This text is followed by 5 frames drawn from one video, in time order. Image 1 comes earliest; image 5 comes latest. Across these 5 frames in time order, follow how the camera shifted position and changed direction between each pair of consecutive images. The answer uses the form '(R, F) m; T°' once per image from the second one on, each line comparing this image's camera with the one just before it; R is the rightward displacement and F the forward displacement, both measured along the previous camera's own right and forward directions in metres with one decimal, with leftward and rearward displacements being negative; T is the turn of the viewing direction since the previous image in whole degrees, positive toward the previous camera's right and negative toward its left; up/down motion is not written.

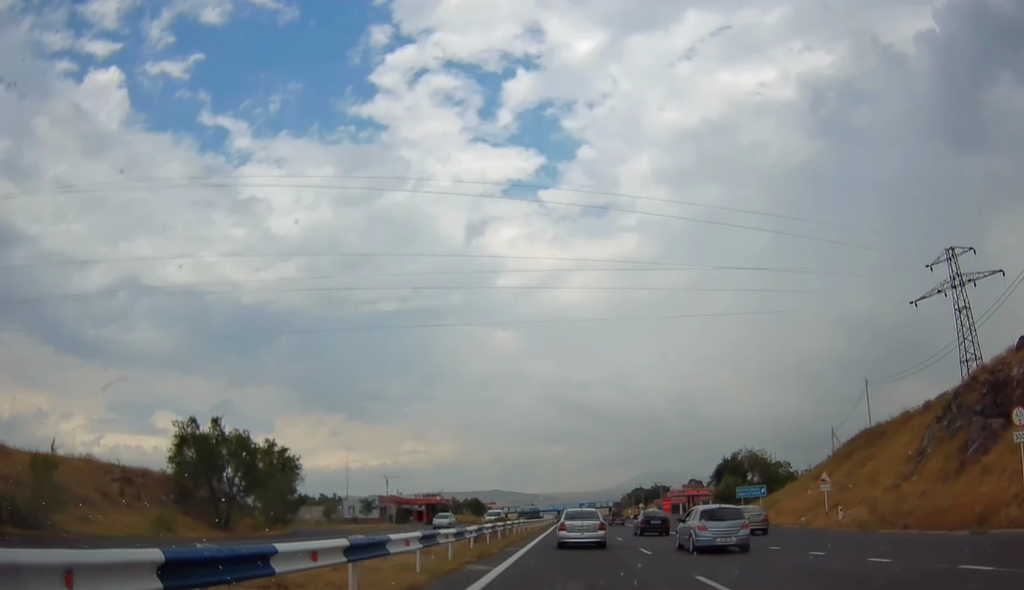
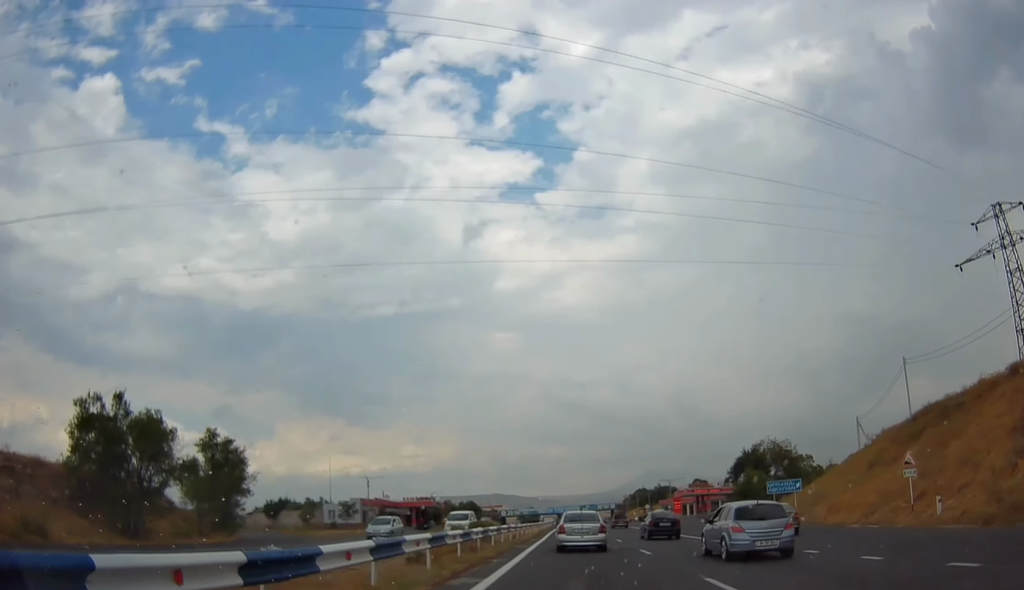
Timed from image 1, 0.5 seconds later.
(+0.1, +10.9) m; 0°
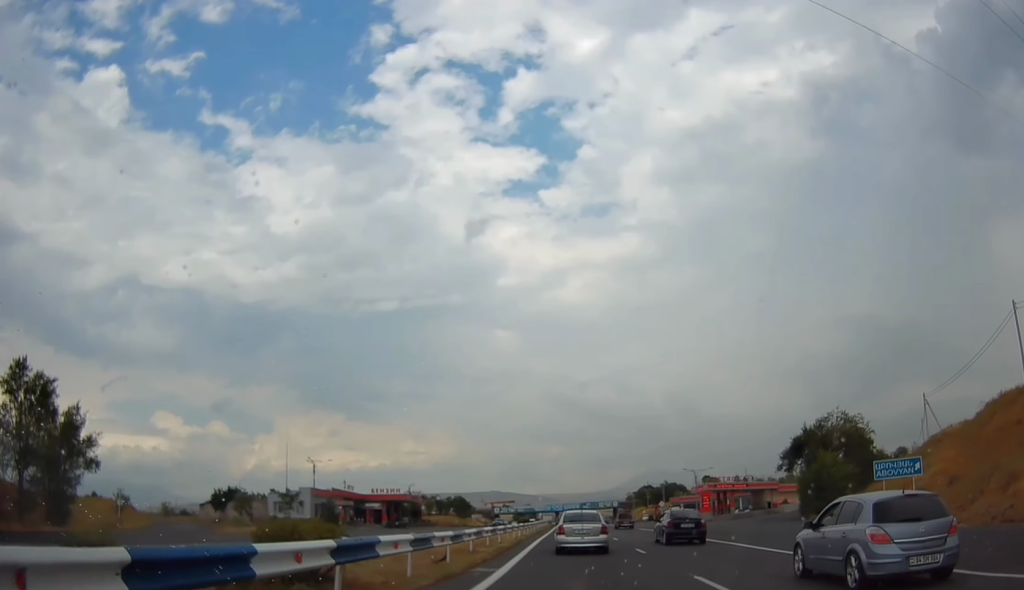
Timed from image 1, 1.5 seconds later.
(+0.2, +21.9) m; +1°
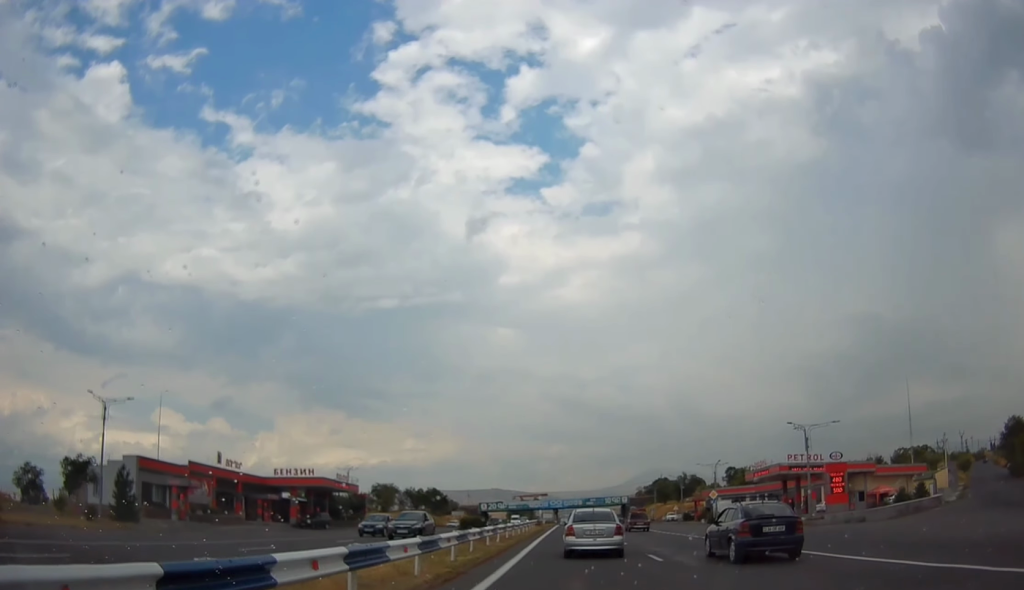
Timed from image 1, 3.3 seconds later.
(+0.3, +39.9) m; -1°
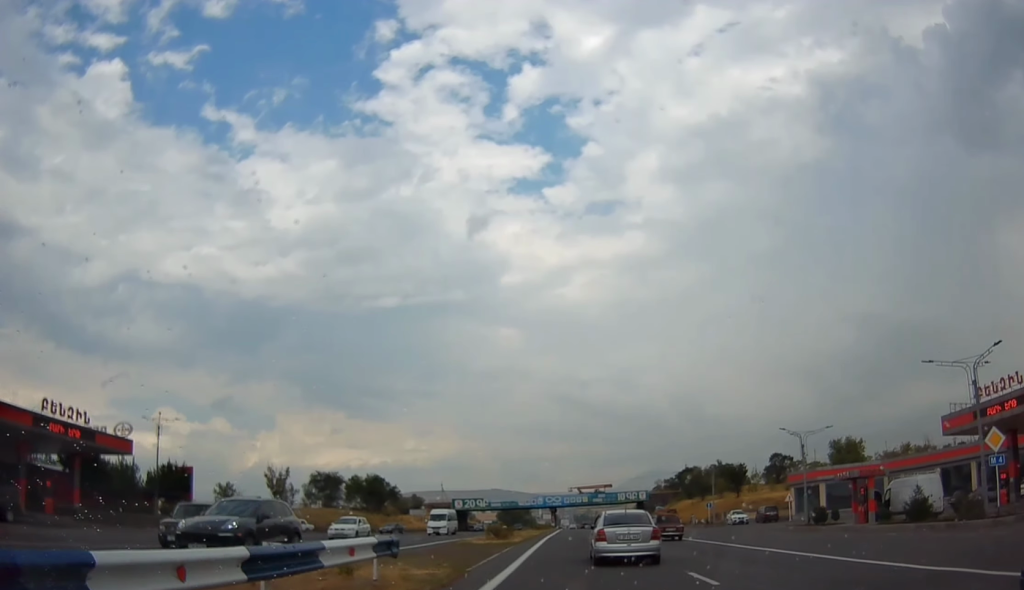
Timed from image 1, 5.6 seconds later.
(-1.3, +50.3) m; -1°
